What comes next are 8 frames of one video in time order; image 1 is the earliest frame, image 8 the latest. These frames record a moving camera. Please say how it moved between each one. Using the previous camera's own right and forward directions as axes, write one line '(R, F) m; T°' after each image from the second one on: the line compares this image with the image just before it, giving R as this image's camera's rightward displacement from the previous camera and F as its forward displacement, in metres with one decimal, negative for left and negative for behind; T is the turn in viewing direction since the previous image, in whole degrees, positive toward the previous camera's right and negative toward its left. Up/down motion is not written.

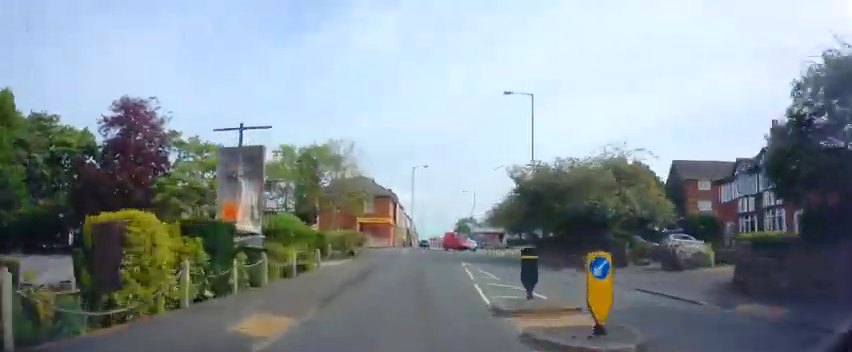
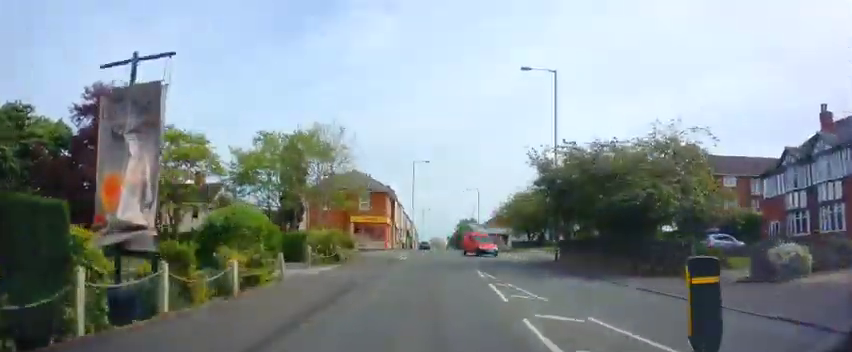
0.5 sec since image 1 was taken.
(0.0, +5.6) m; +1°
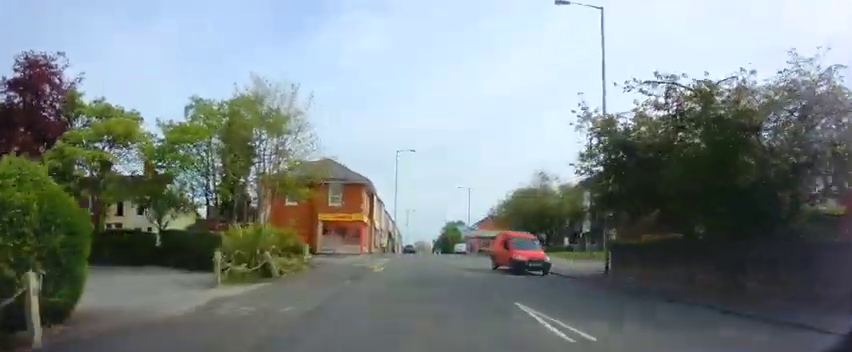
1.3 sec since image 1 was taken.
(+0.3, +9.7) m; +2°
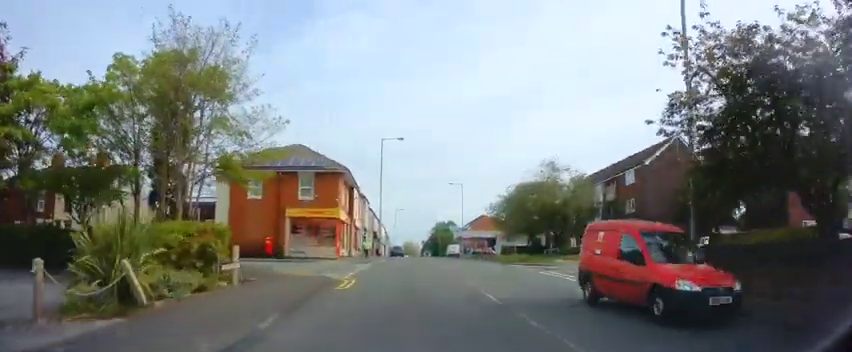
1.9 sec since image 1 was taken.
(+0.1, +7.2) m; +1°
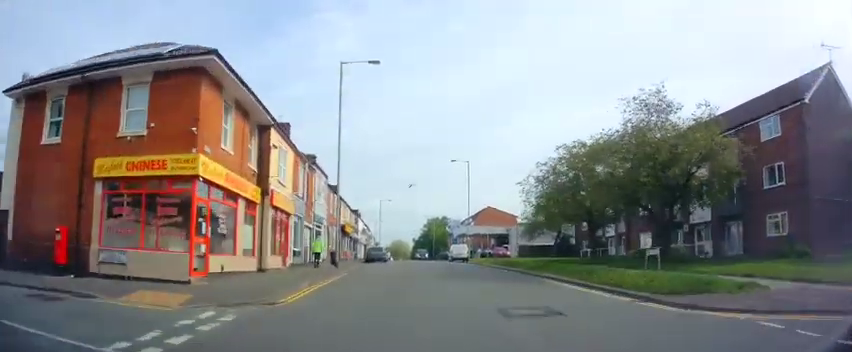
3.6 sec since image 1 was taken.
(+0.2, +21.1) m; +2°
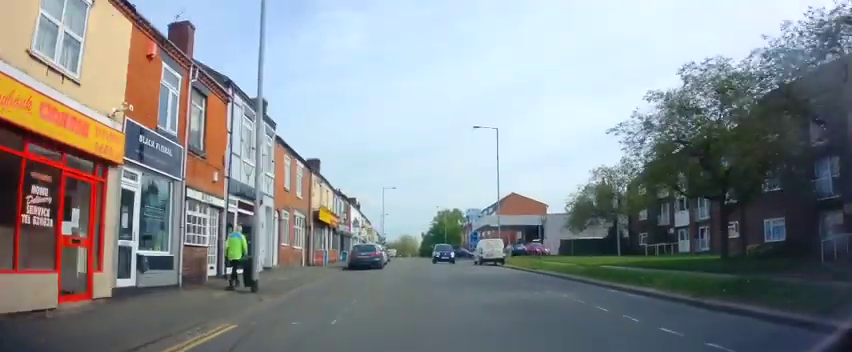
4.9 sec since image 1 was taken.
(+0.2, +15.2) m; -1°
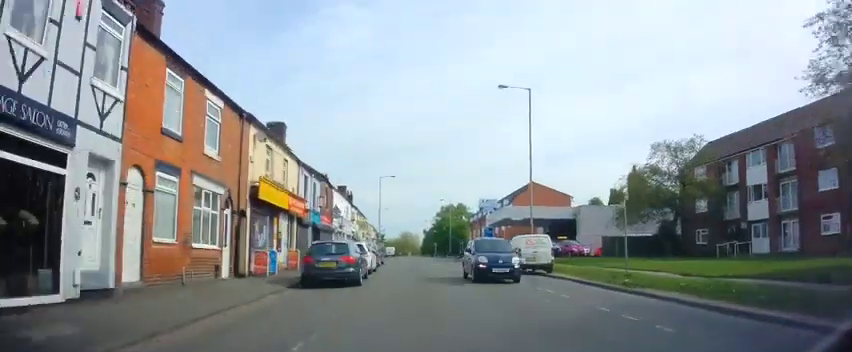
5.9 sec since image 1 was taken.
(-0.3, +11.4) m; -1°
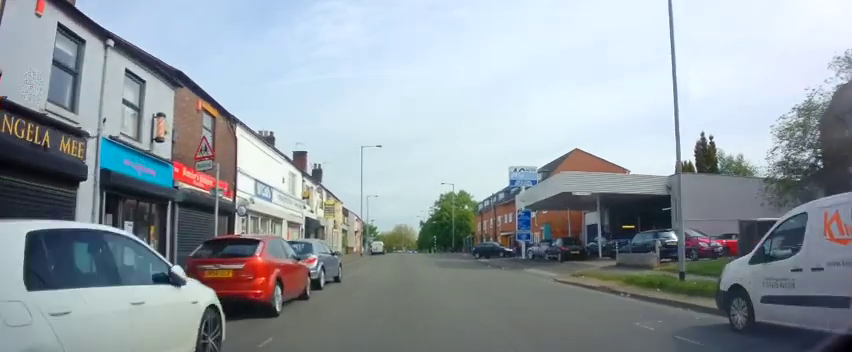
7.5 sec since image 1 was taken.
(+0.6, +19.1) m; +2°
